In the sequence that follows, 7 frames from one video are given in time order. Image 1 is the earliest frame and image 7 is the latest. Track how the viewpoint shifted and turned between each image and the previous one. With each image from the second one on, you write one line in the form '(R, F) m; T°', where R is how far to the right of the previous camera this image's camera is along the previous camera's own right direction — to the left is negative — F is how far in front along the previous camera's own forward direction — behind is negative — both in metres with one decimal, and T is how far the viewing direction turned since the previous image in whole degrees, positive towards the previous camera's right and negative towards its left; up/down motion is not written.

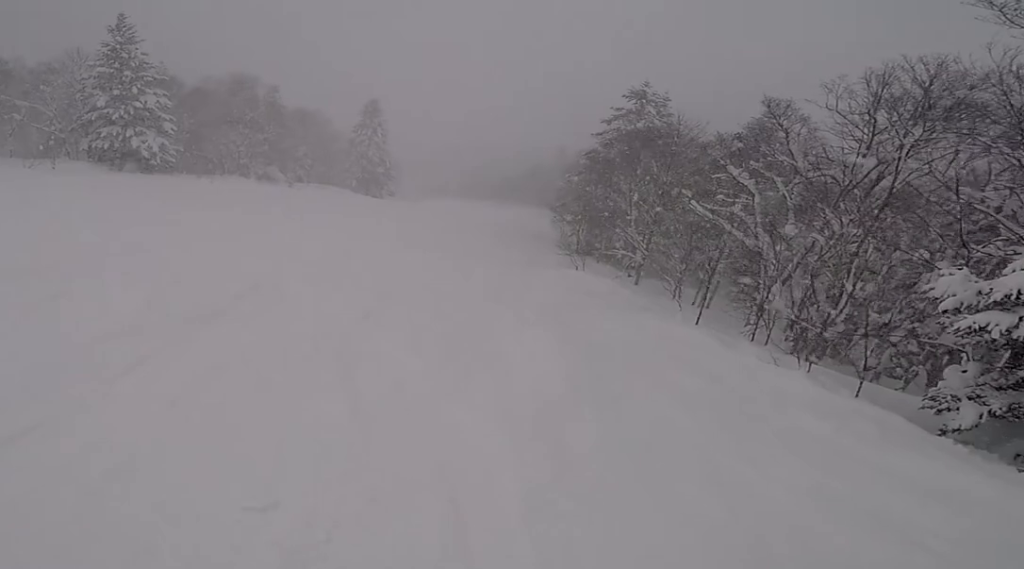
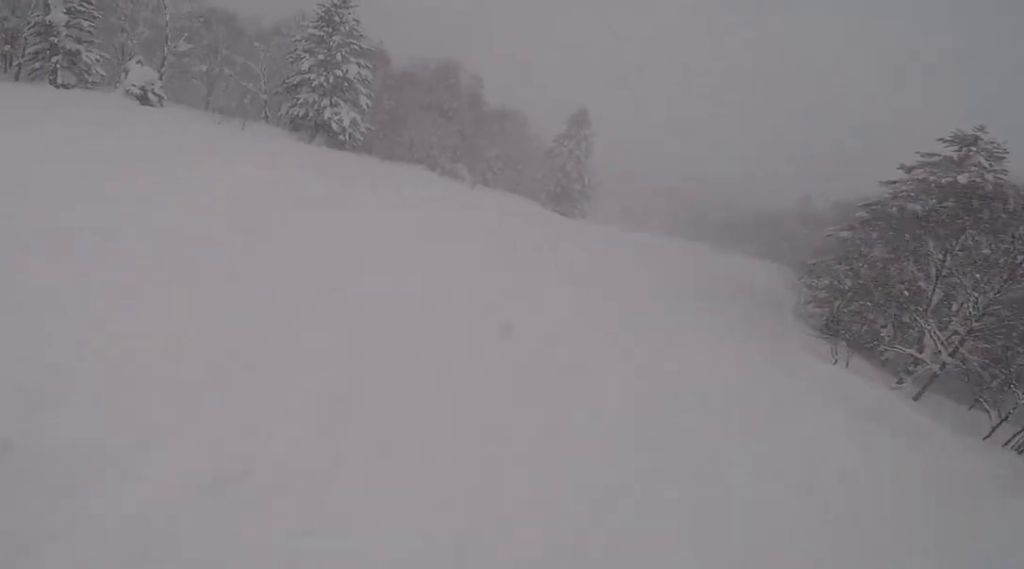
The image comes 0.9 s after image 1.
(-1.6, +6.3) m; -14°
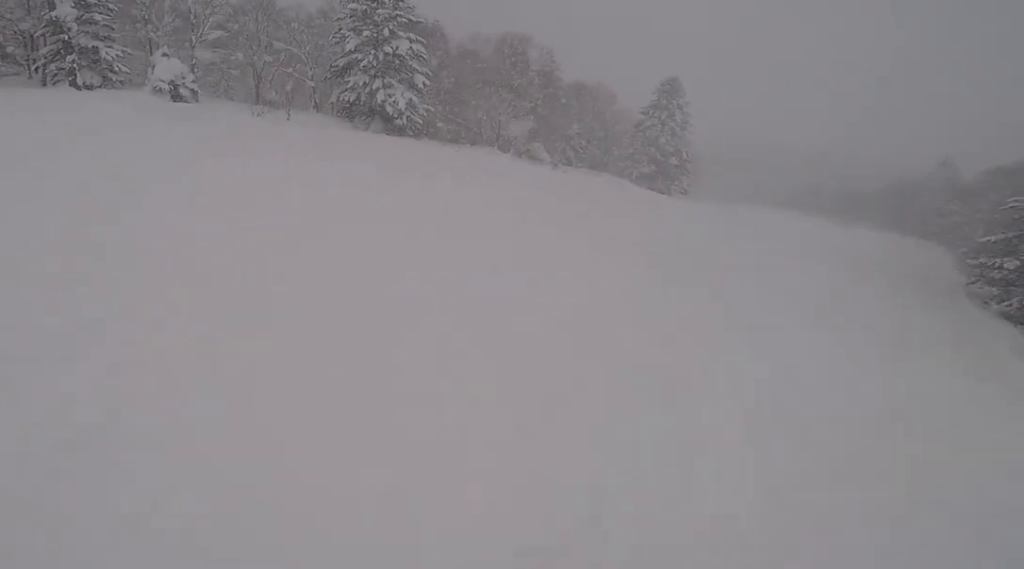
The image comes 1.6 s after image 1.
(0.0, +4.8) m; 0°
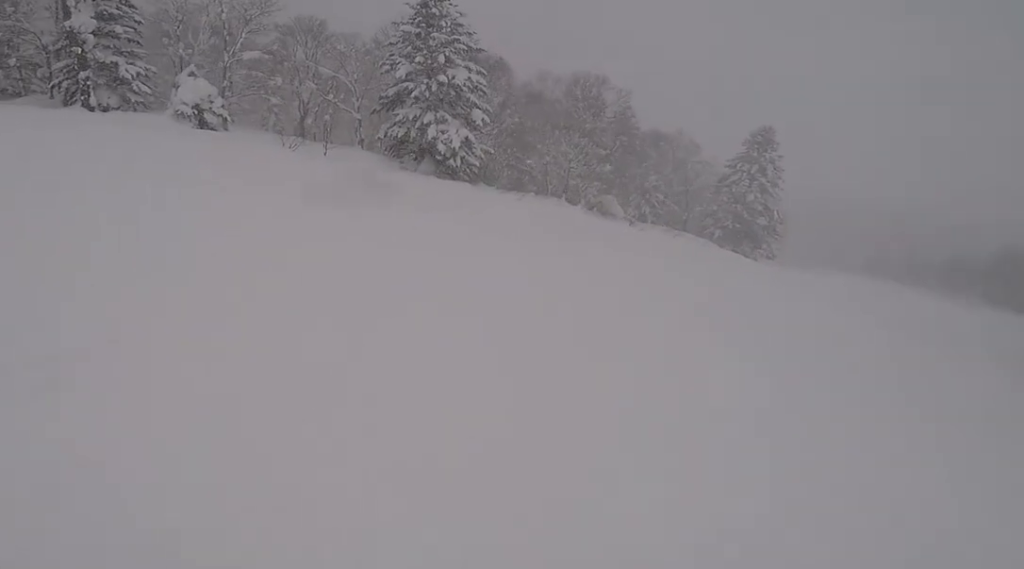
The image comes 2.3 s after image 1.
(0.0, +4.9) m; +5°
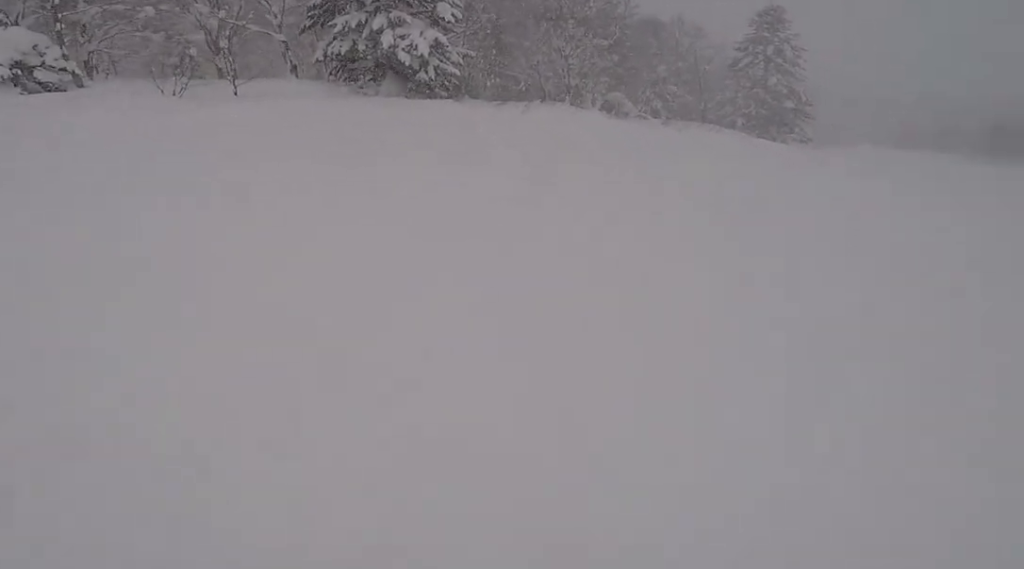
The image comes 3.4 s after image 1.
(+0.9, +7.9) m; +20°
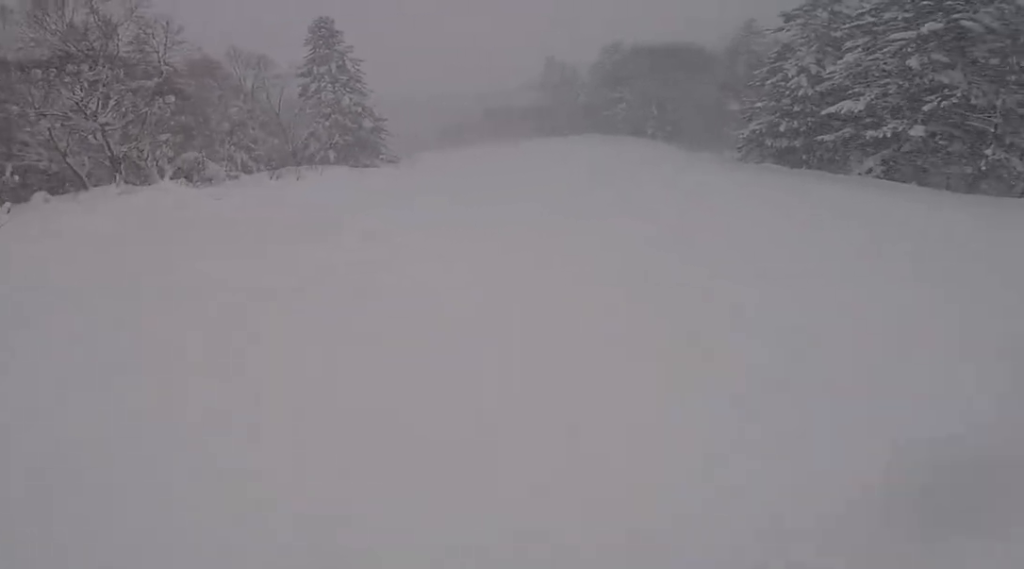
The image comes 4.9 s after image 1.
(+3.6, +11.0) m; +43°
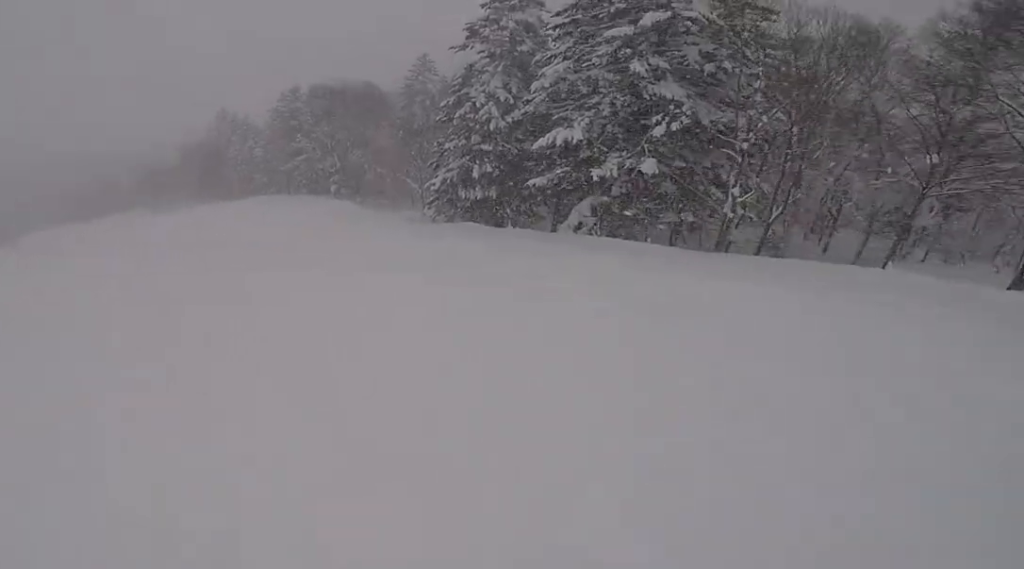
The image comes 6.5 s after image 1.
(+2.6, +12.8) m; +3°
